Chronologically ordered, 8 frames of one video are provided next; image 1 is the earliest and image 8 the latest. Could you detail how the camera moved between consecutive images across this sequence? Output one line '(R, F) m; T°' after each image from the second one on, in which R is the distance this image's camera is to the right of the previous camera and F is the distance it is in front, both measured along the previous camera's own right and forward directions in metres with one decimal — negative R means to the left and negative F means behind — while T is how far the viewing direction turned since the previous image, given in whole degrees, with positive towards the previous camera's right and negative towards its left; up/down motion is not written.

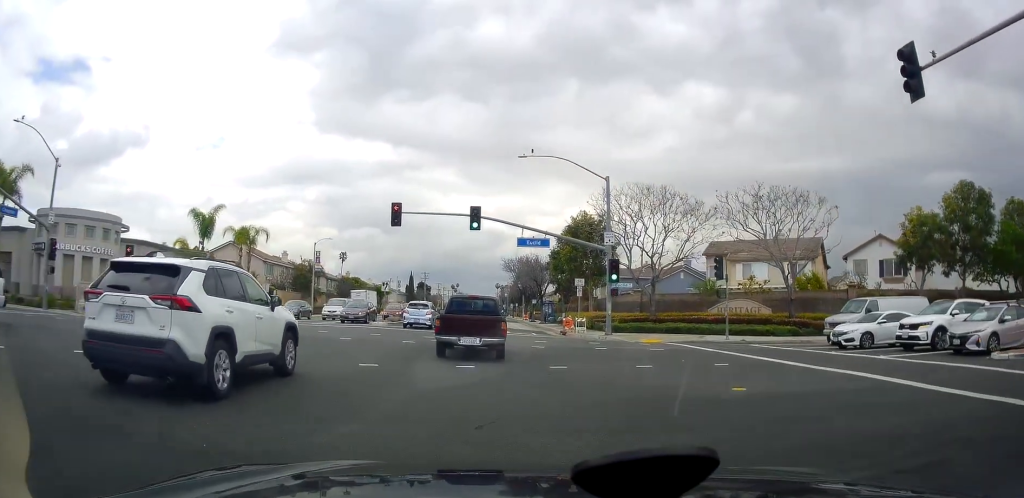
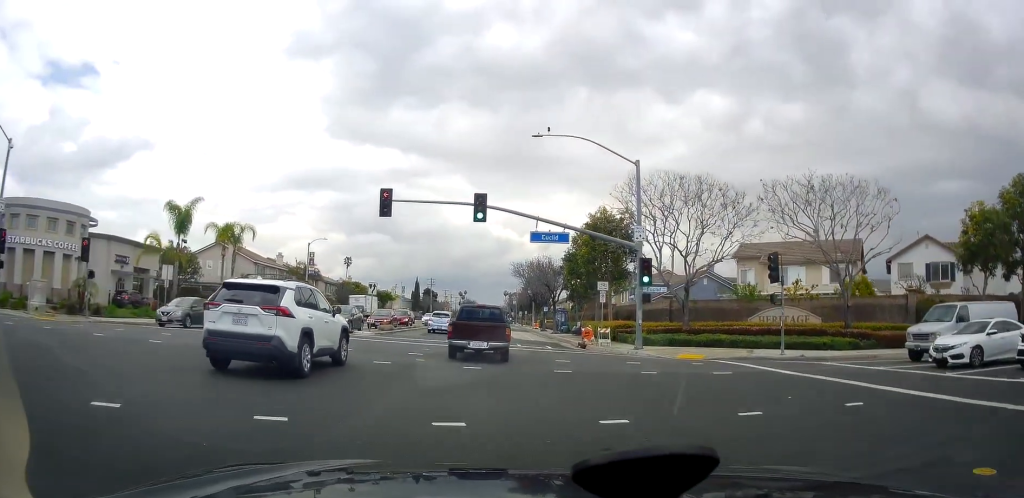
(-0.1, +6.0) m; +2°
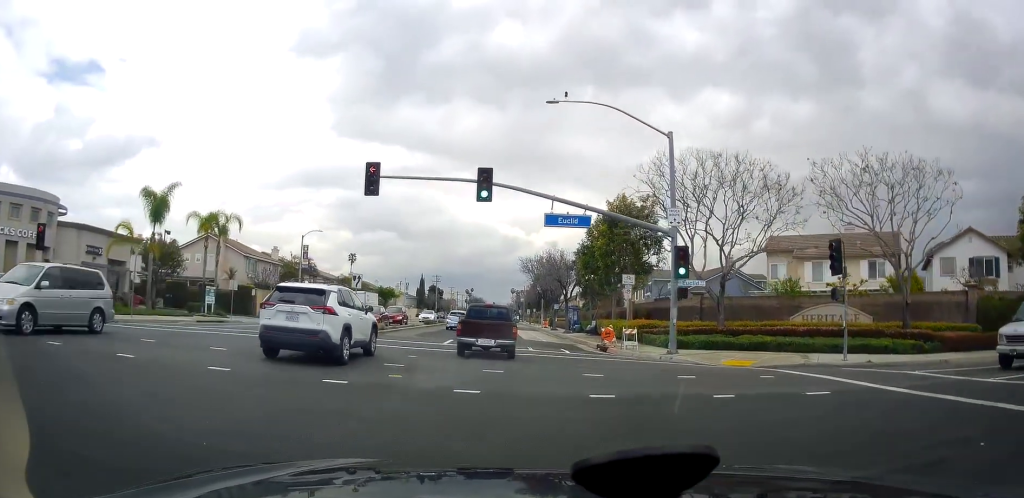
(+0.1, +4.7) m; +1°
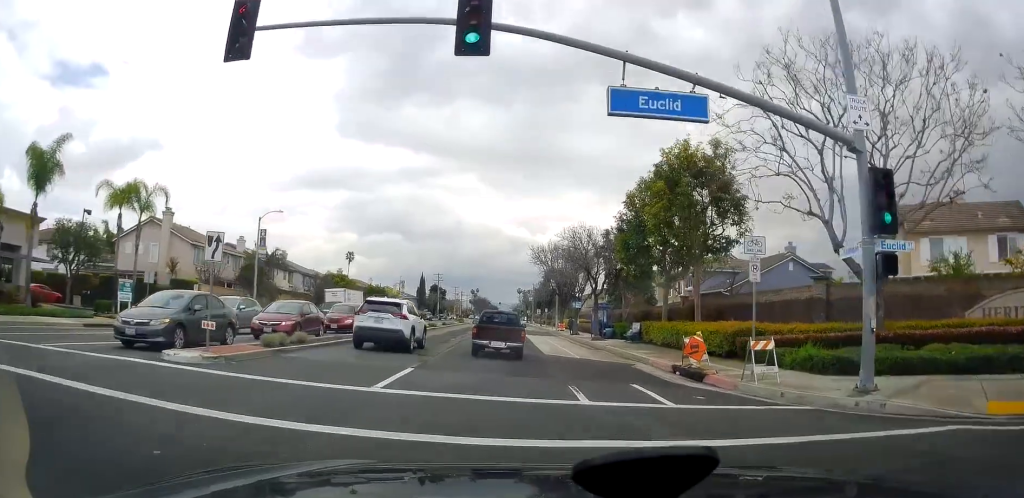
(-0.2, +13.4) m; -3°
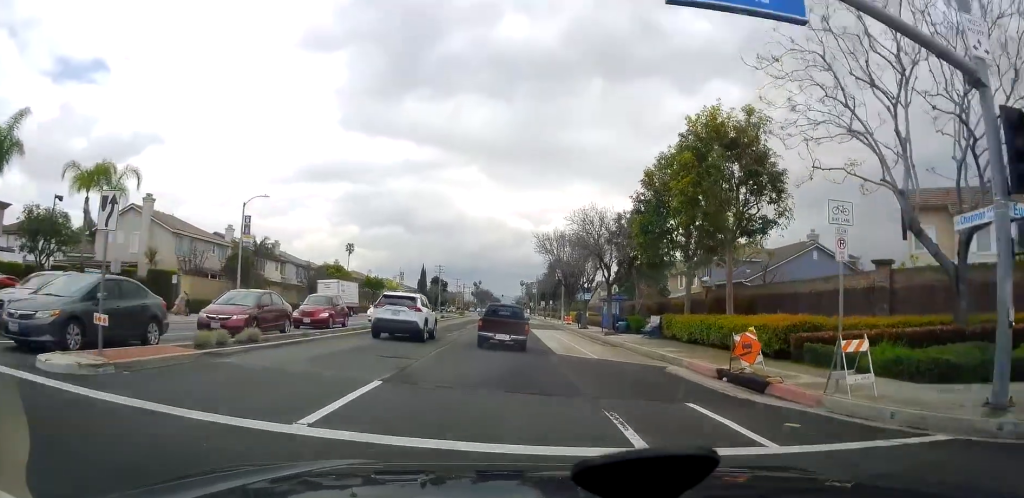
(0.0, +4.0) m; 0°
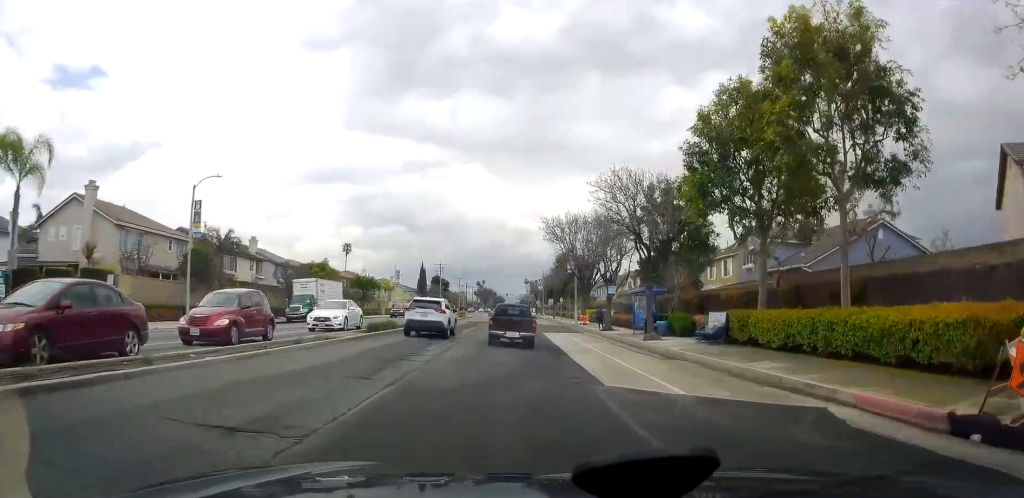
(0.0, +9.0) m; 0°
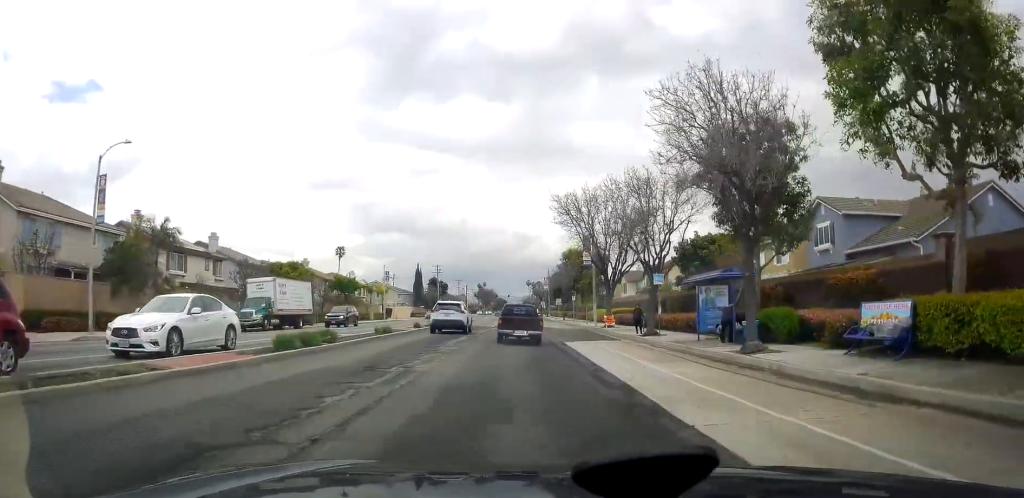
(0.0, +11.1) m; 0°
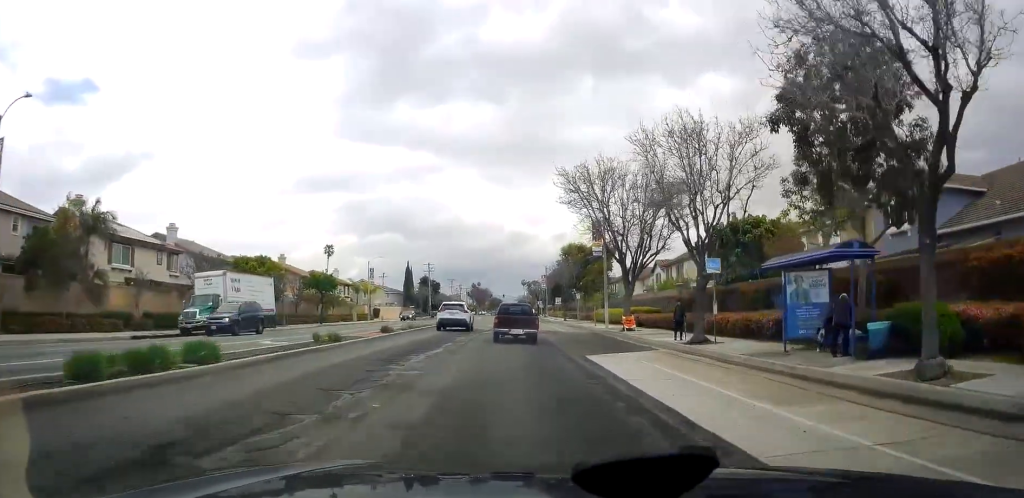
(0.0, +7.8) m; 0°
